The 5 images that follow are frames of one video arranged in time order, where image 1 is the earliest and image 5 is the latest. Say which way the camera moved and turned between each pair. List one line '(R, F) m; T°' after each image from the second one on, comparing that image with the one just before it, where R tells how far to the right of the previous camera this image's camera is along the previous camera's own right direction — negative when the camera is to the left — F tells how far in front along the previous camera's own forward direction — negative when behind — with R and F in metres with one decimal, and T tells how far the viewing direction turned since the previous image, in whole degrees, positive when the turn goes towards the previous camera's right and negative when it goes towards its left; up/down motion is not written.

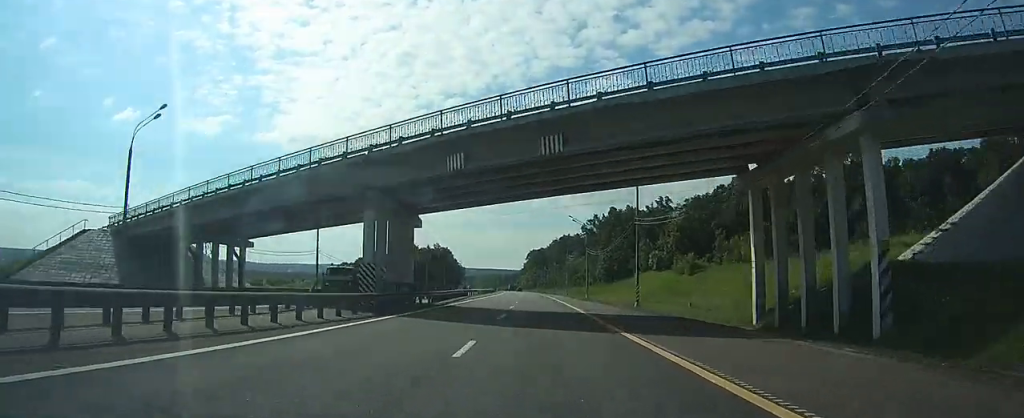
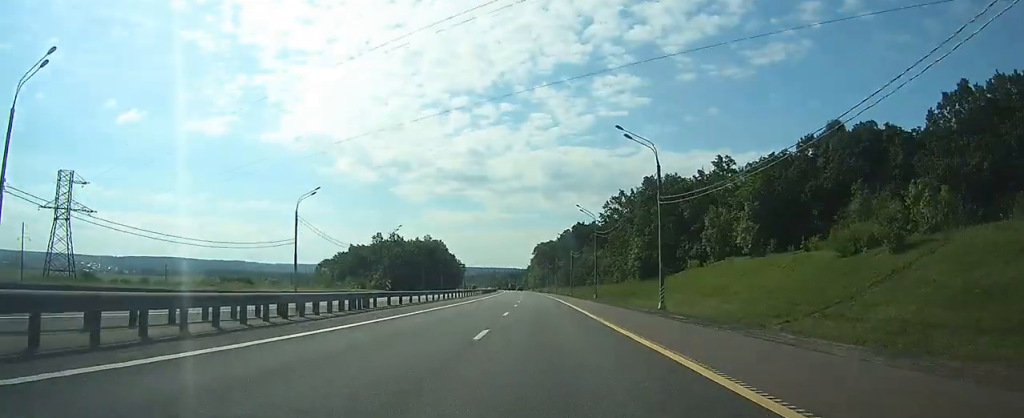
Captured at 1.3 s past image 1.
(-0.5, +44.5) m; -1°
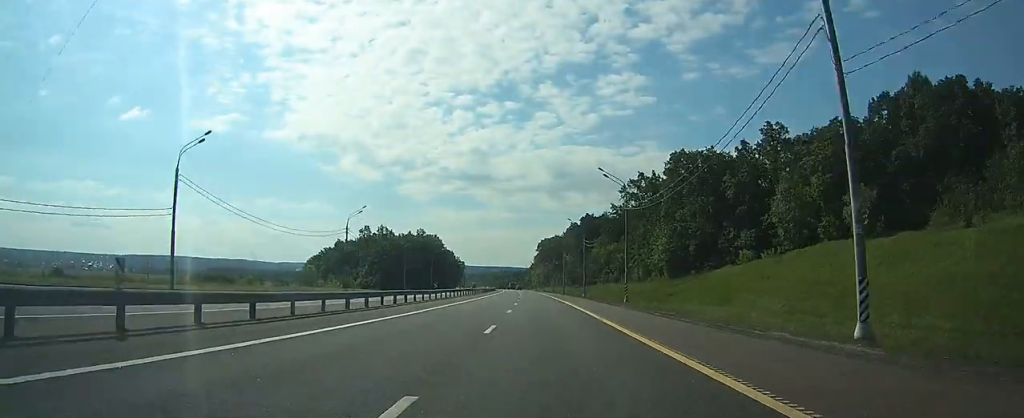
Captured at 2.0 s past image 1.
(0.0, +22.2) m; -1°
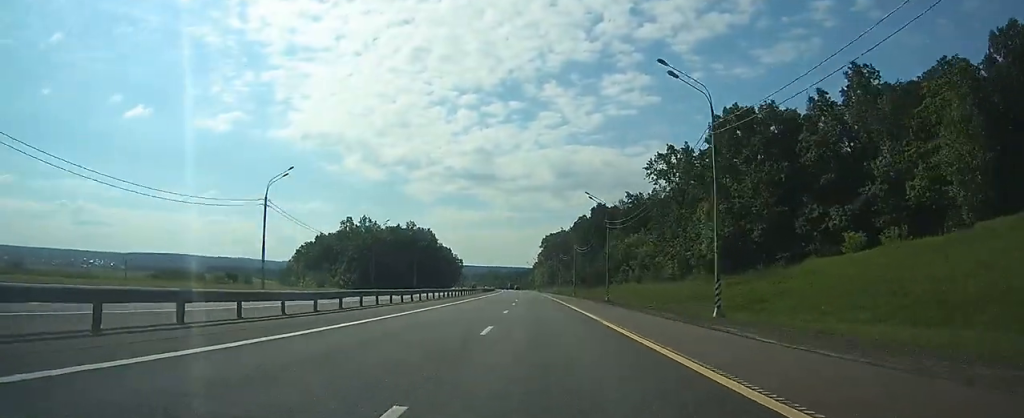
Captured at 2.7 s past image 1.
(-0.2, +24.5) m; 0°
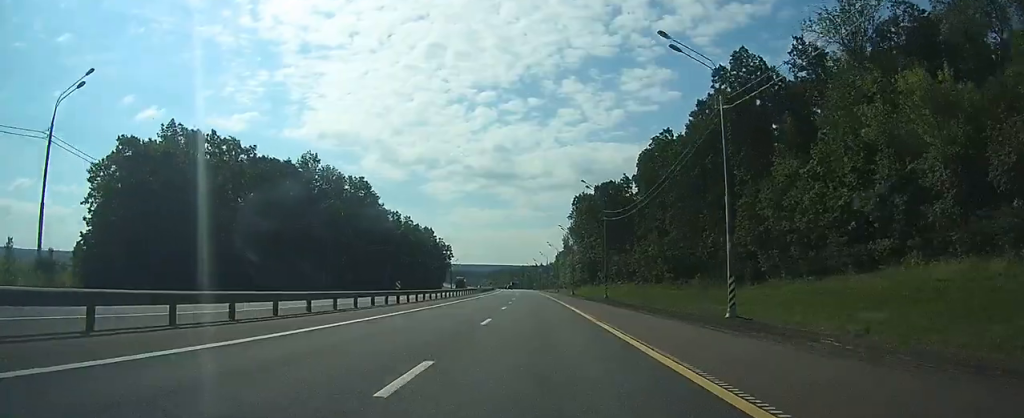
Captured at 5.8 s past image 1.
(-1.9, +104.2) m; -2°
